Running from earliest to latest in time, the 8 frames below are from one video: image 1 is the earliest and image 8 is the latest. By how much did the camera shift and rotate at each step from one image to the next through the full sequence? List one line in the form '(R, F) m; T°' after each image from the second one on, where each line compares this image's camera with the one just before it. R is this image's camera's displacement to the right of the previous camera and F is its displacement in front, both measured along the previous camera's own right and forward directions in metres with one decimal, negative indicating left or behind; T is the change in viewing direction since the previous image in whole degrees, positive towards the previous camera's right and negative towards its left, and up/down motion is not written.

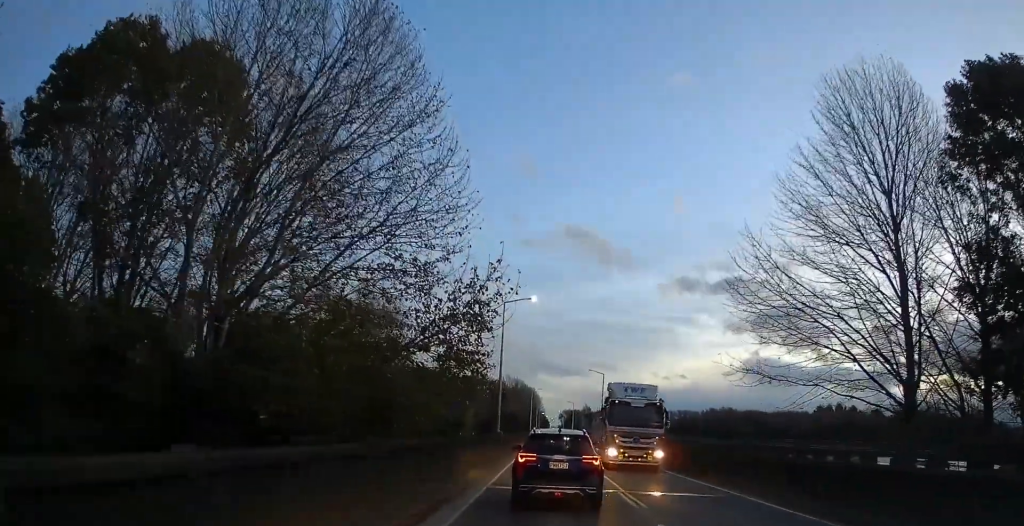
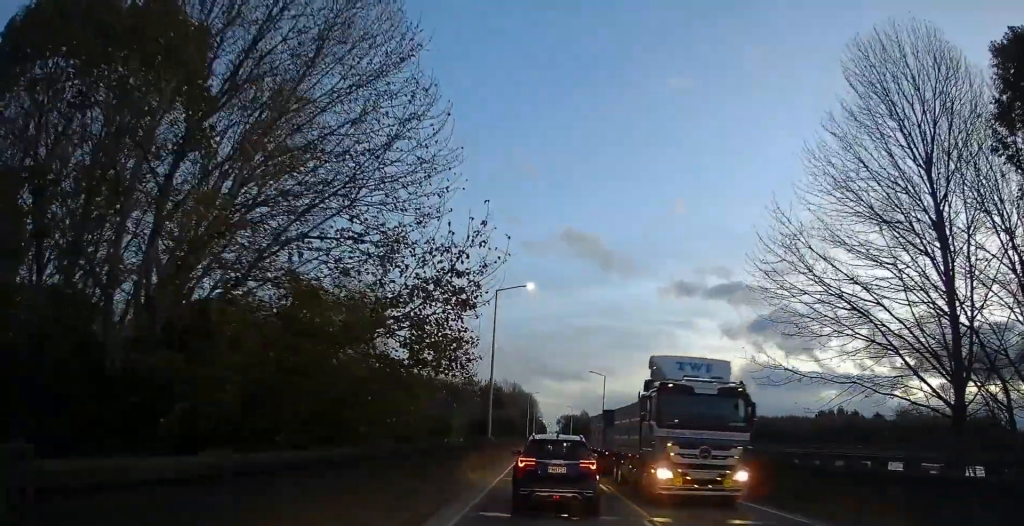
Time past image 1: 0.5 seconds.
(+0.1, +4.9) m; +1°
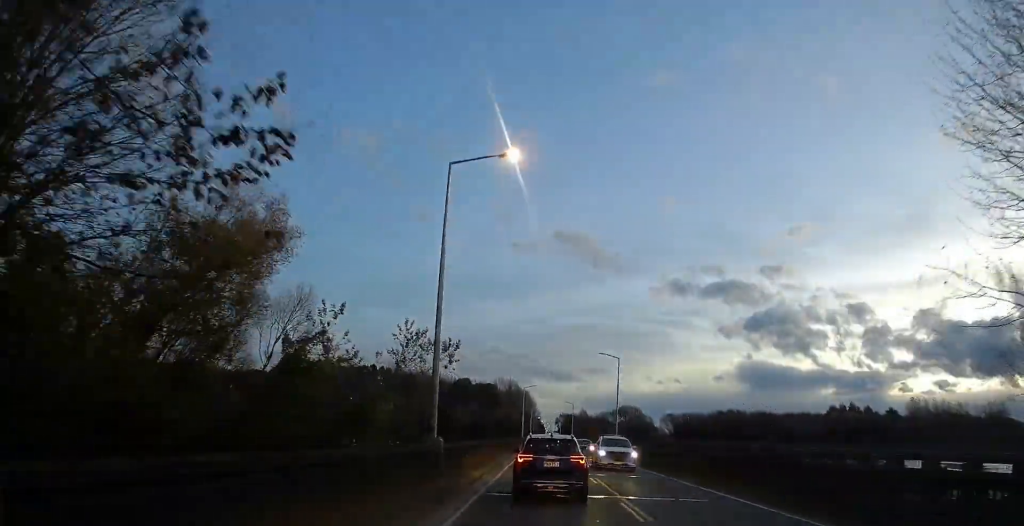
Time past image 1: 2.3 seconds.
(-0.4, +17.1) m; -3°
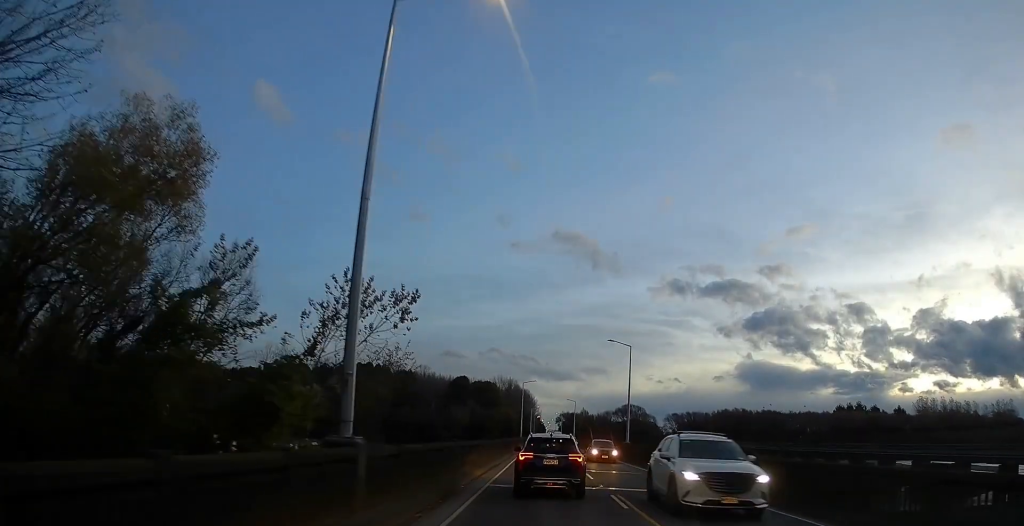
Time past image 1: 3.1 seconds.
(-0.1, +7.6) m; -1°
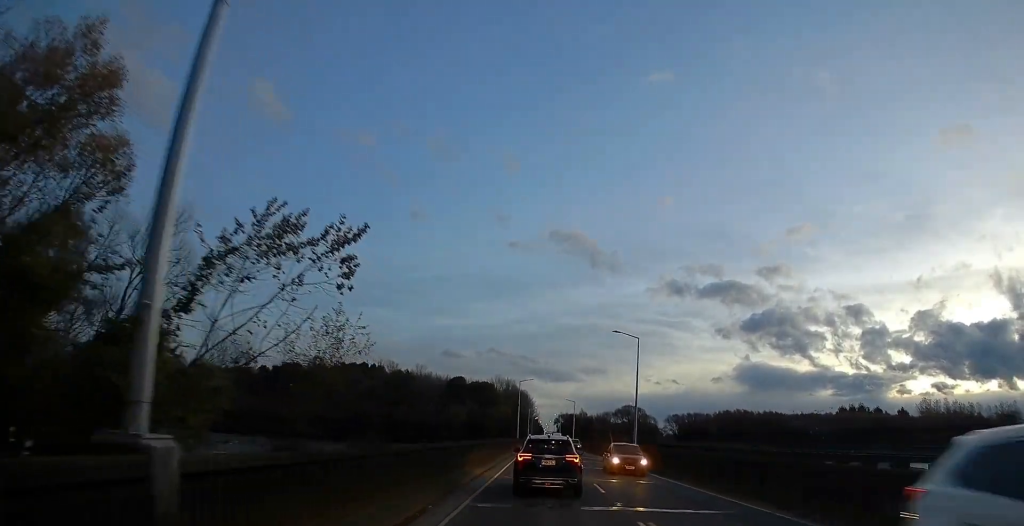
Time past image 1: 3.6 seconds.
(0.0, +5.2) m; 0°
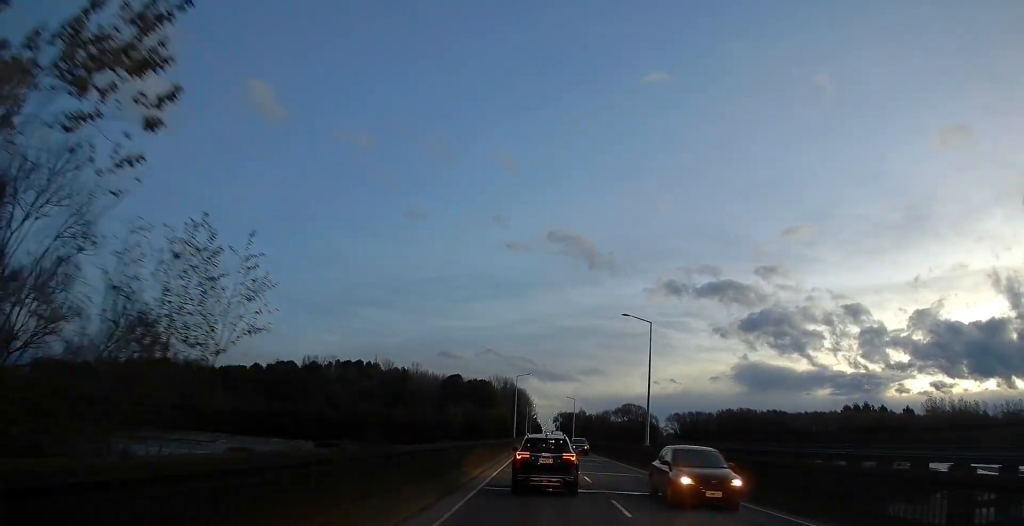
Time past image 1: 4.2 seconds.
(0.0, +6.1) m; -1°
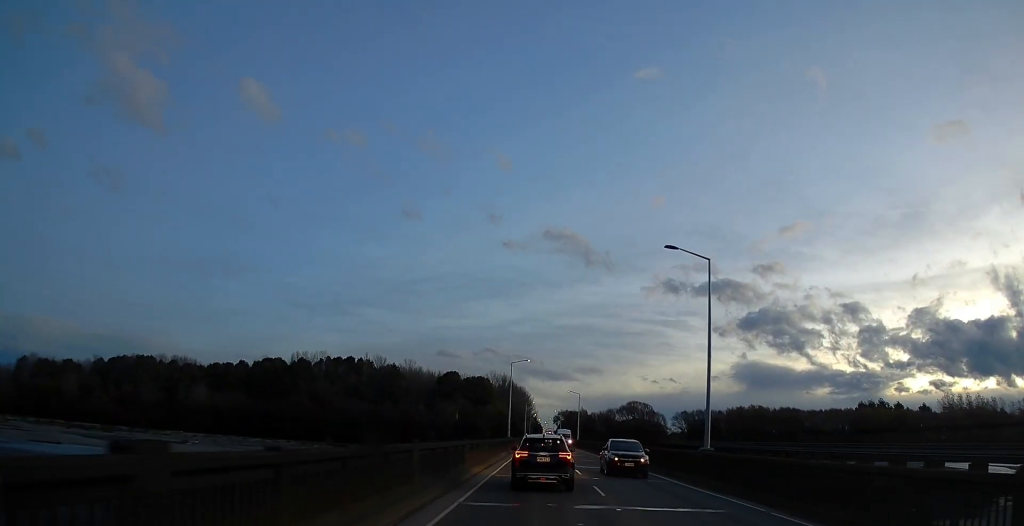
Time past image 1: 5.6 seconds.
(-0.3, +14.9) m; +1°
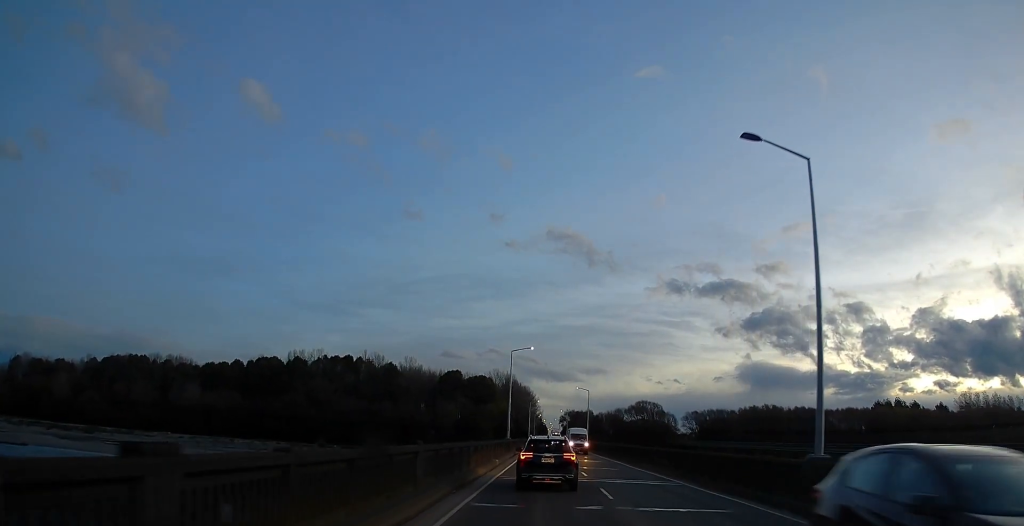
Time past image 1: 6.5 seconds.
(+0.6, +10.8) m; 0°
